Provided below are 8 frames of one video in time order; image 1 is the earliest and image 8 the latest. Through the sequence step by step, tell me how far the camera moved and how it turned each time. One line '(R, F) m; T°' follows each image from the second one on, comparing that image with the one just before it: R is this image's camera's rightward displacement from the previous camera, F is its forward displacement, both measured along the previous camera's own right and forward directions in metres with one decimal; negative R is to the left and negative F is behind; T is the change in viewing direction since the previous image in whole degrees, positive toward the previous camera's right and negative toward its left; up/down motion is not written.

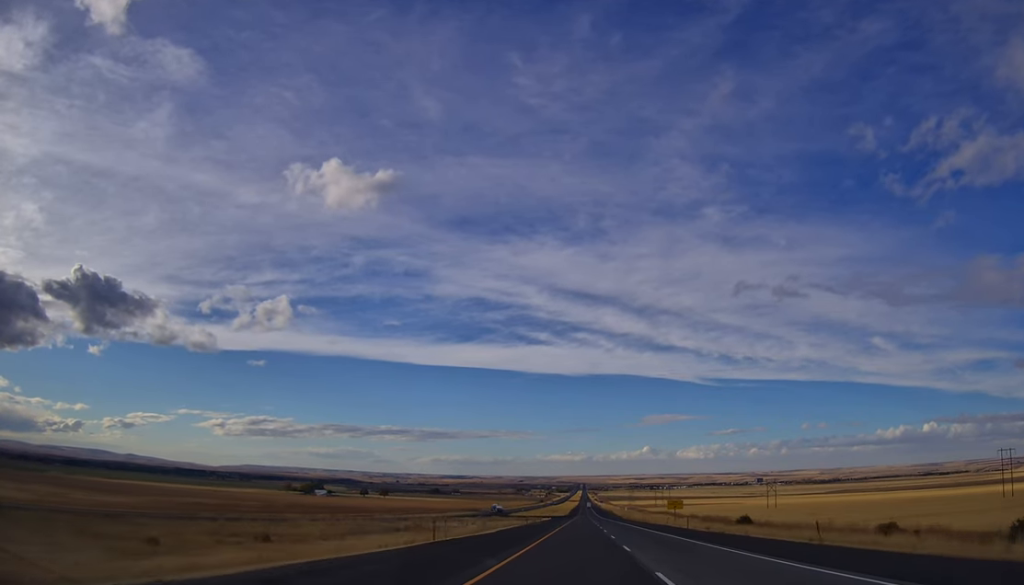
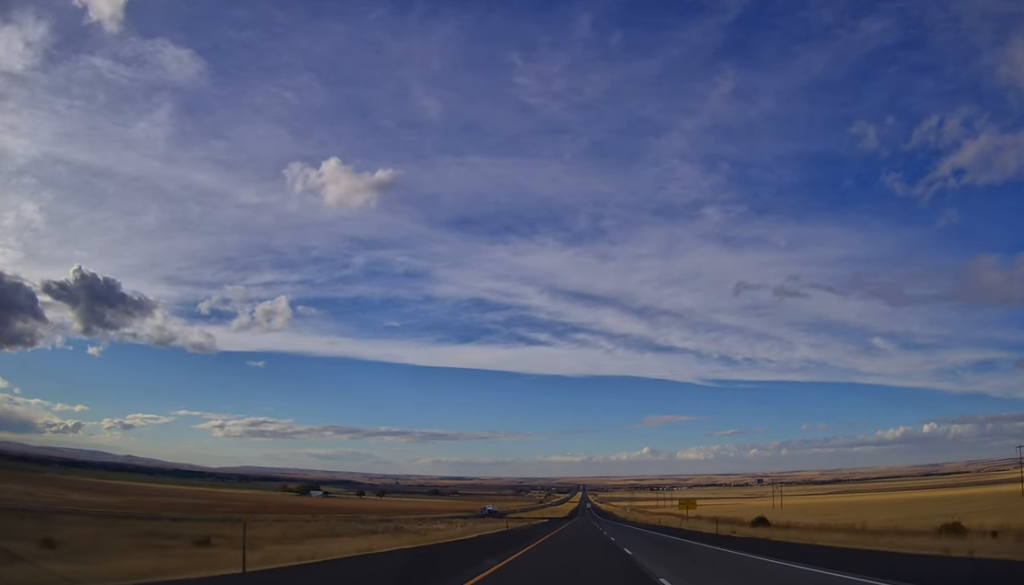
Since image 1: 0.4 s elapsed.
(+0.3, +13.5) m; 0°
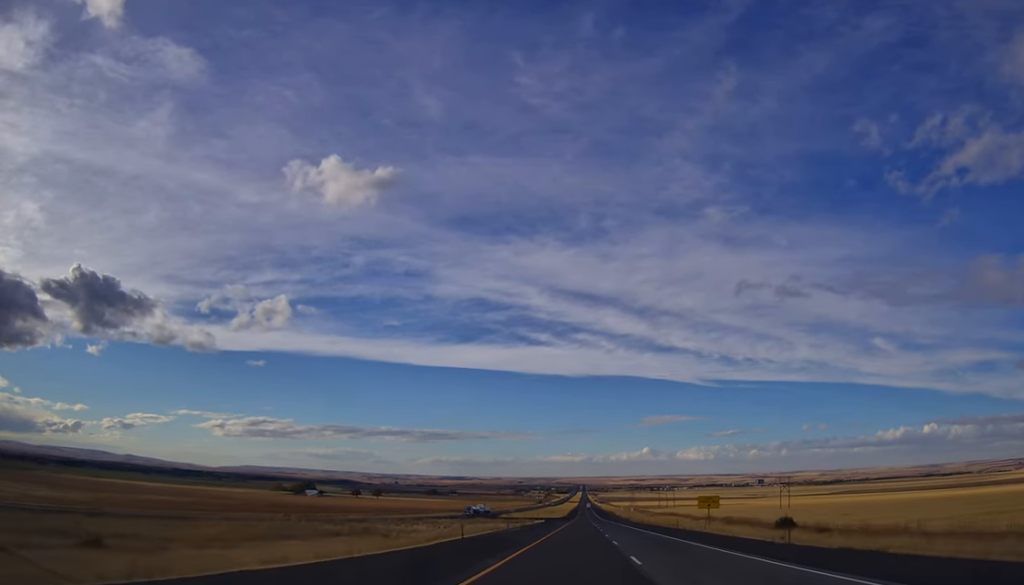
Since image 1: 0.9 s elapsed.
(+0.3, +16.8) m; 0°
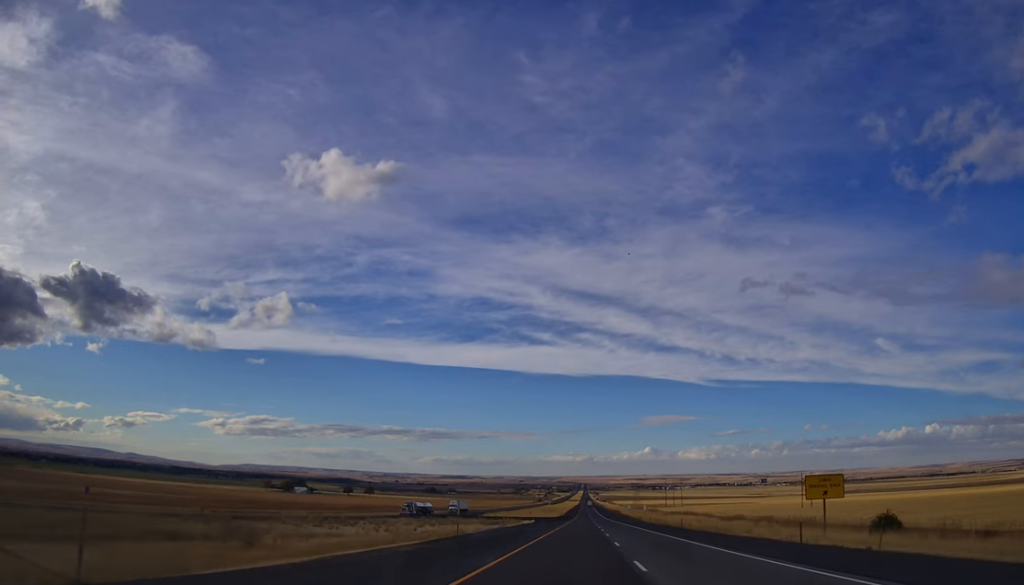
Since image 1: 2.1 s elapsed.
(-0.9, +39.3) m; 0°
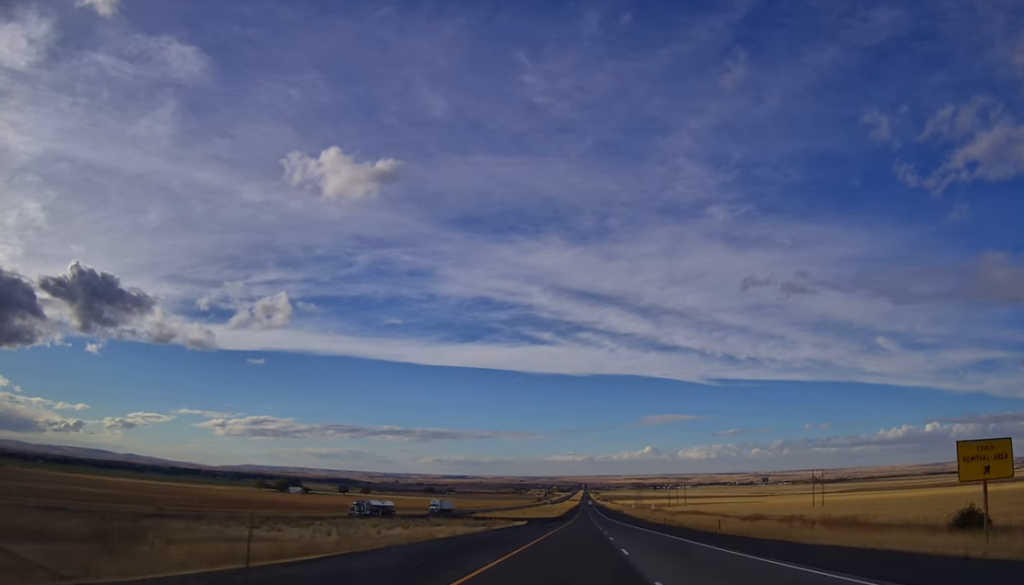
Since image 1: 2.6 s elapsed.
(+0.5, +18.0) m; 0°
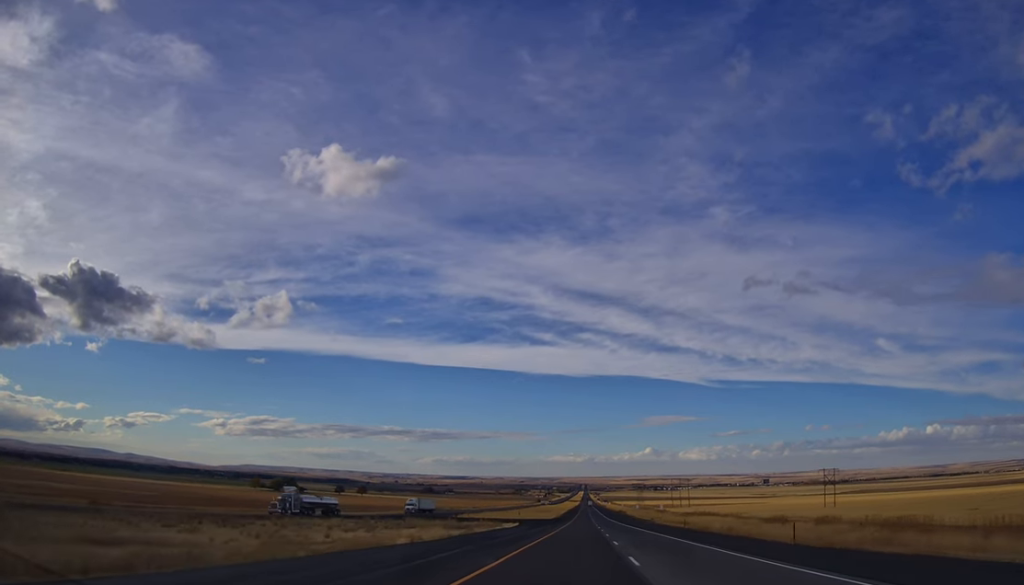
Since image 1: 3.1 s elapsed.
(0.0, +16.9) m; 0°
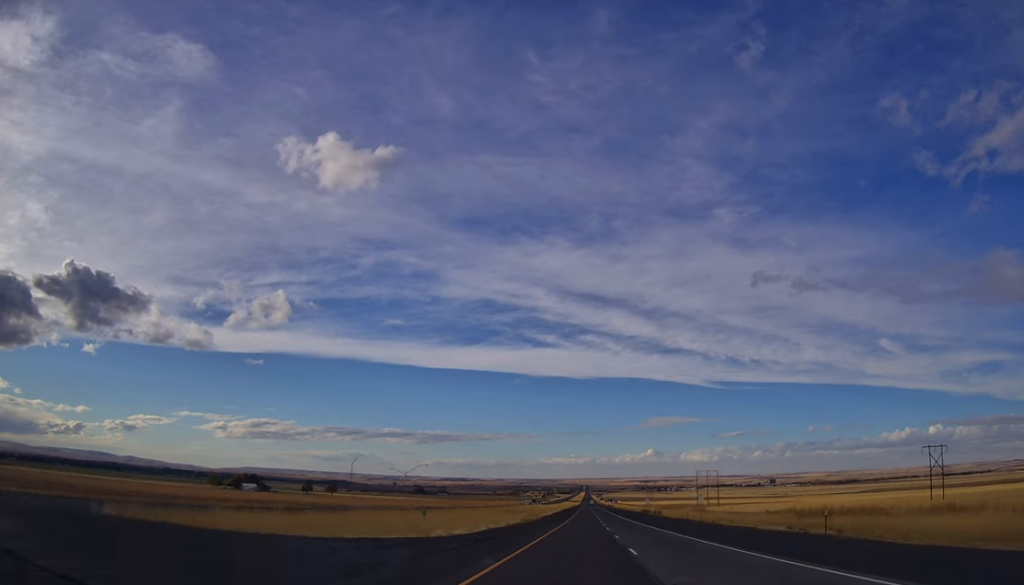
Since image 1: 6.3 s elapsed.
(-0.8, +107.5) m; 0°
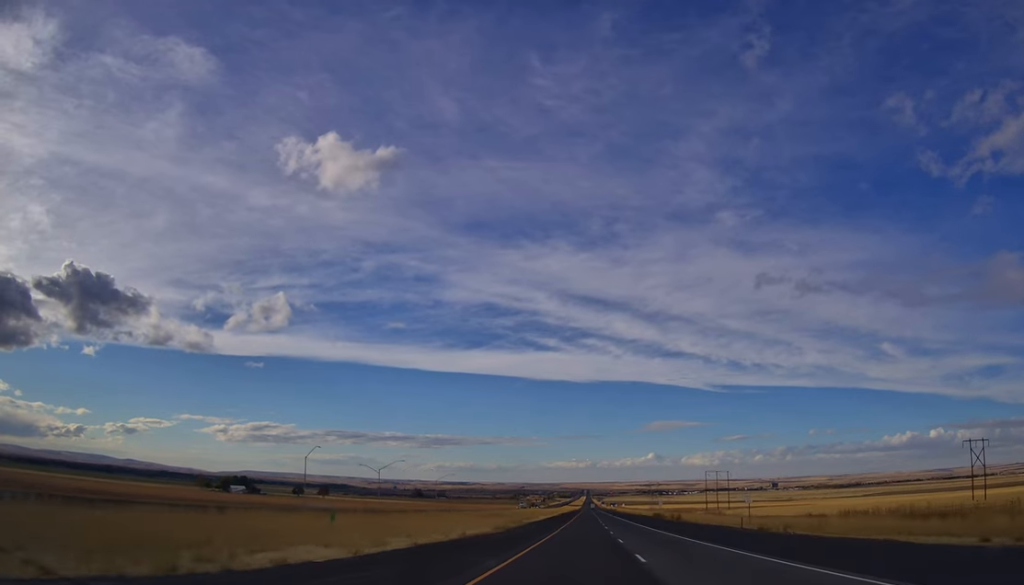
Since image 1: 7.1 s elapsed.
(+0.1, +26.8) m; 0°
